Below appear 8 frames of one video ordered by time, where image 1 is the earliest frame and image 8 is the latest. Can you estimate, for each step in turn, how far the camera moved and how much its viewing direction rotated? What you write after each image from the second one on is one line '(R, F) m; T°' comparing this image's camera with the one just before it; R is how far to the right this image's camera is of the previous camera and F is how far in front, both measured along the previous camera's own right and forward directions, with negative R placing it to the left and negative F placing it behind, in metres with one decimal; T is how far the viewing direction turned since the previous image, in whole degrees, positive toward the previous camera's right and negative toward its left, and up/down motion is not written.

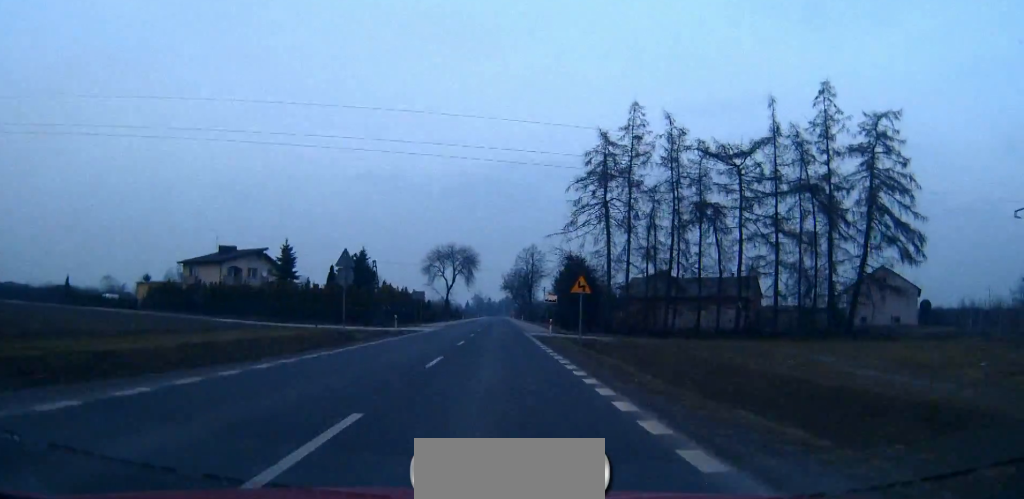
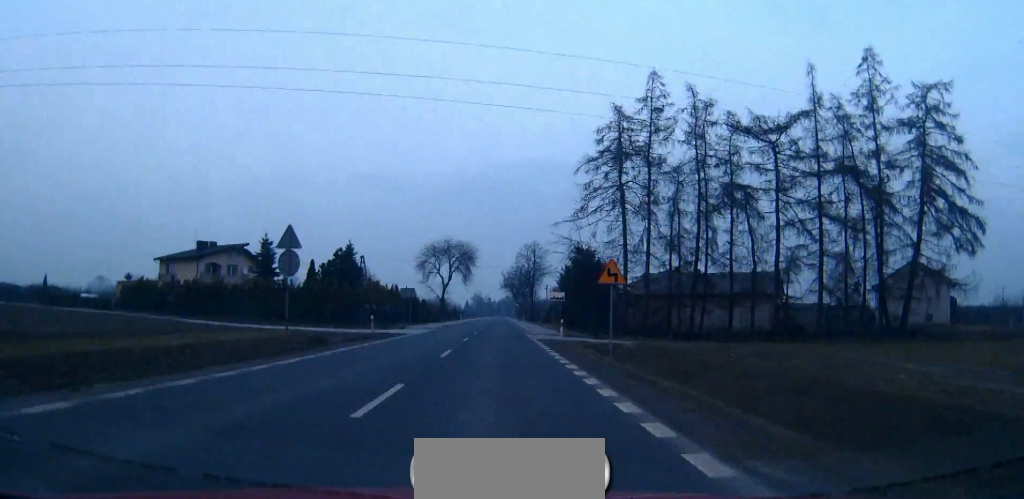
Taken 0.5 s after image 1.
(0.0, +8.4) m; 0°
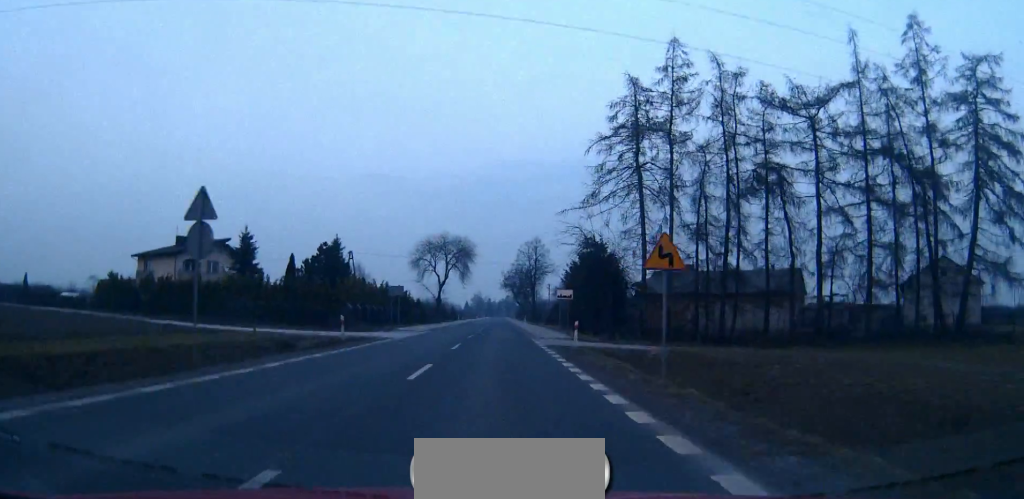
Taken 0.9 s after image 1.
(0.0, +7.1) m; 0°
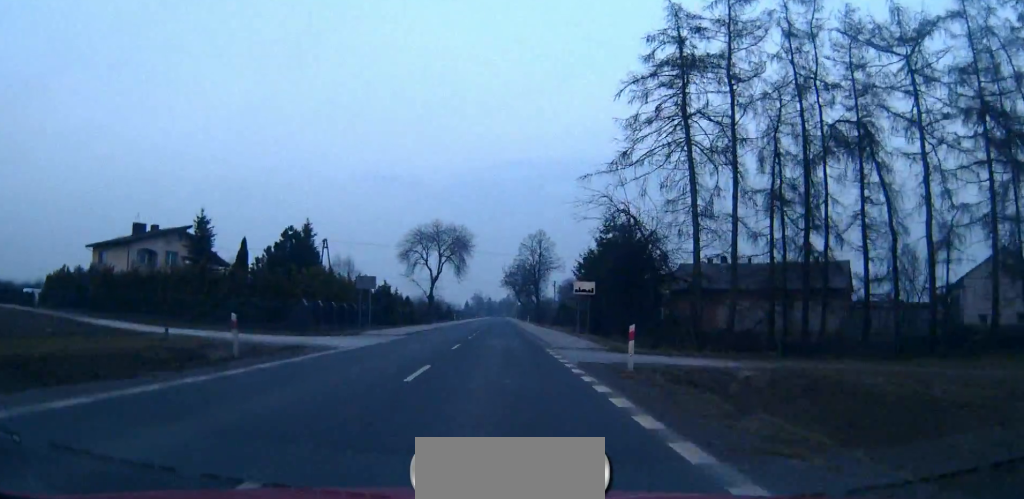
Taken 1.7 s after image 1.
(0.0, +12.7) m; 0°
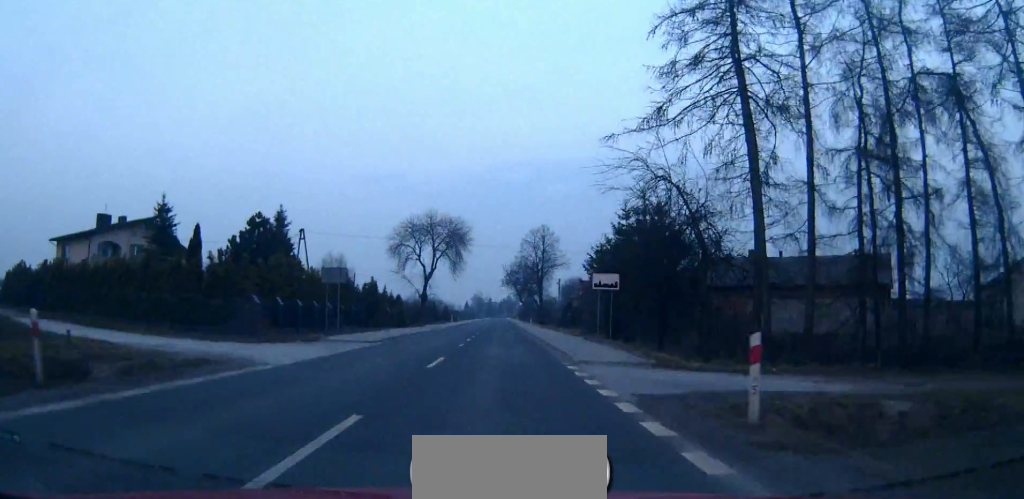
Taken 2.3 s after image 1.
(0.0, +8.6) m; 0°
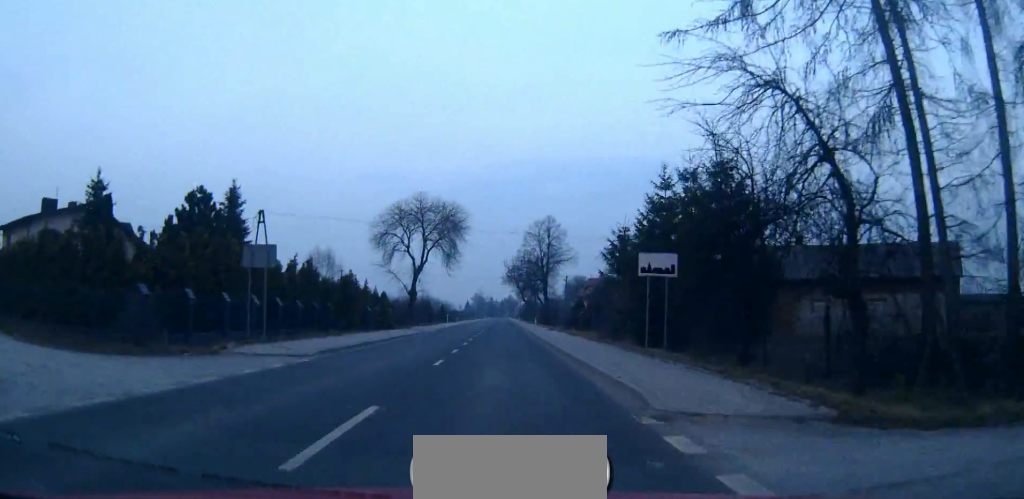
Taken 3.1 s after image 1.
(0.0, +11.3) m; 0°
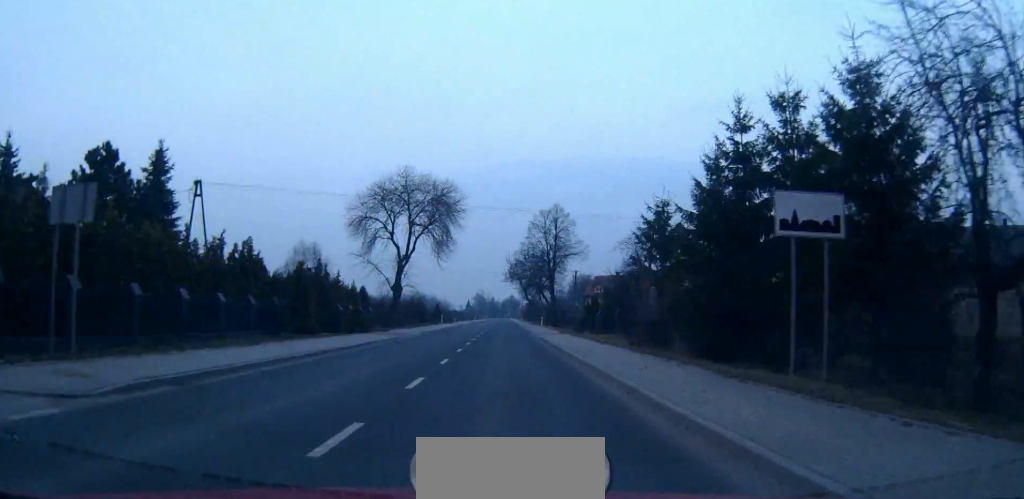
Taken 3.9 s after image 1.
(0.0, +11.8) m; 0°
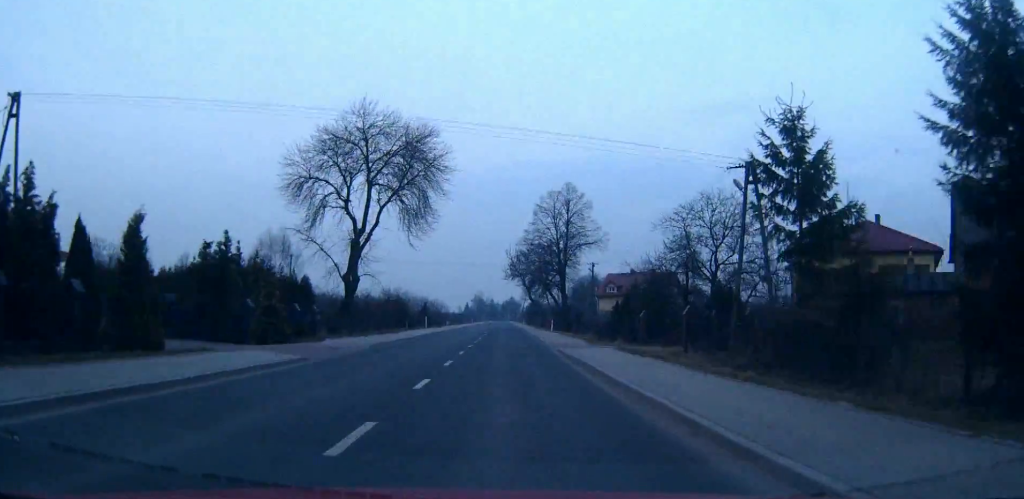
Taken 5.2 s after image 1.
(0.0, +18.0) m; 0°
